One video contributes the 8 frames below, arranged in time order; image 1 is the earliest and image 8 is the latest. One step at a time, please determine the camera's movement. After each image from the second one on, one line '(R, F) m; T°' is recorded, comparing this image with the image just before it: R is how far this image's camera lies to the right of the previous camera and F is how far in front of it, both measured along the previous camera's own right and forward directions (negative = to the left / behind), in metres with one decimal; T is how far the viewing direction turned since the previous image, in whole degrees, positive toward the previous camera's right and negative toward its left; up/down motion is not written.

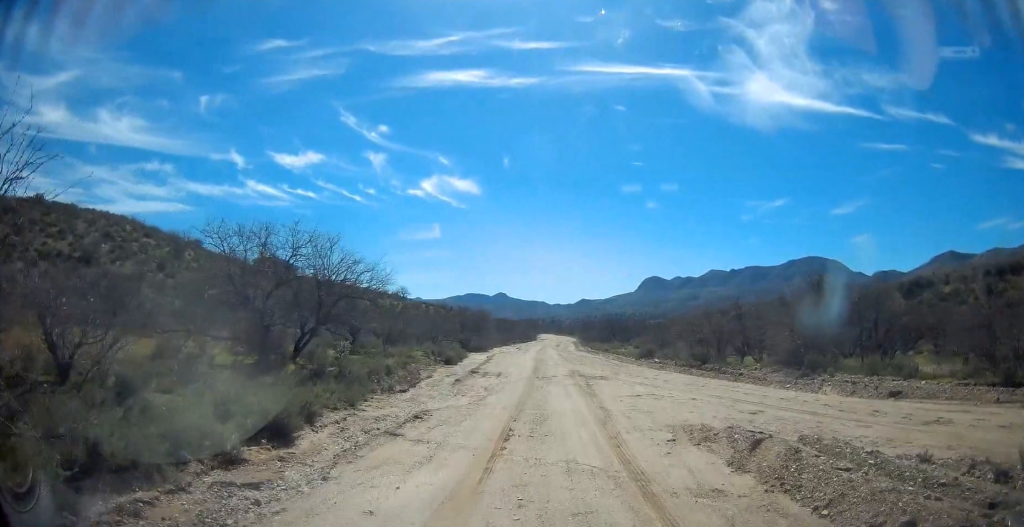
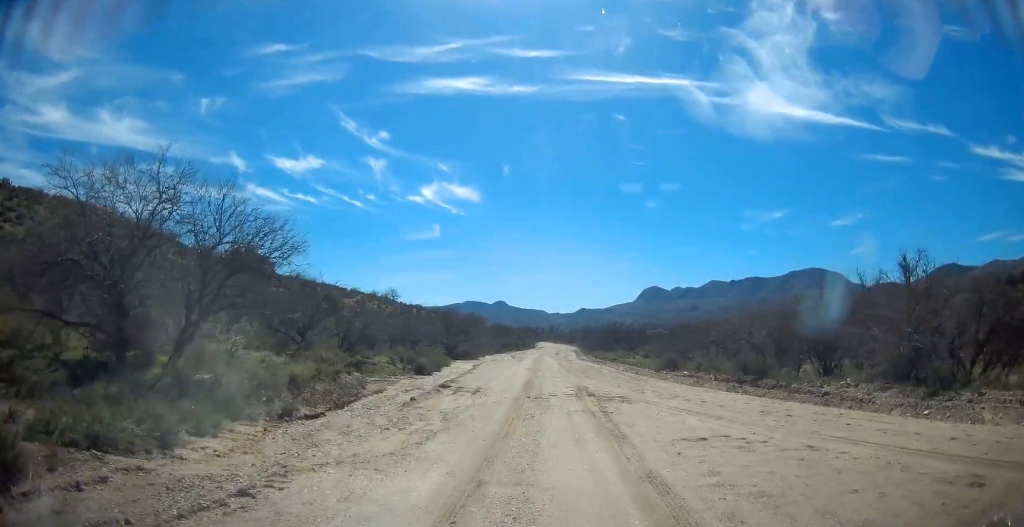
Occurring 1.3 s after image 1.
(0.0, +6.9) m; 0°
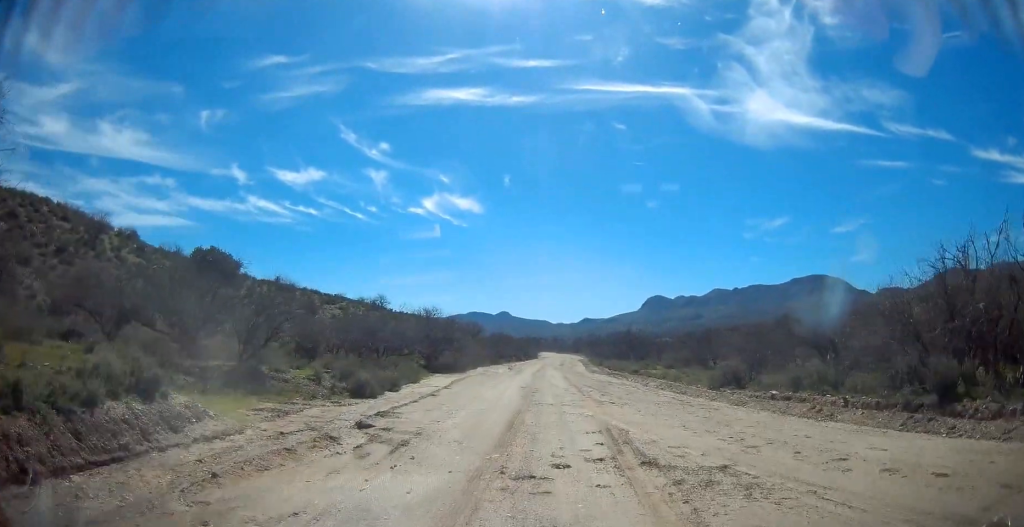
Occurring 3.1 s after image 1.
(+0.1, +9.3) m; +1°
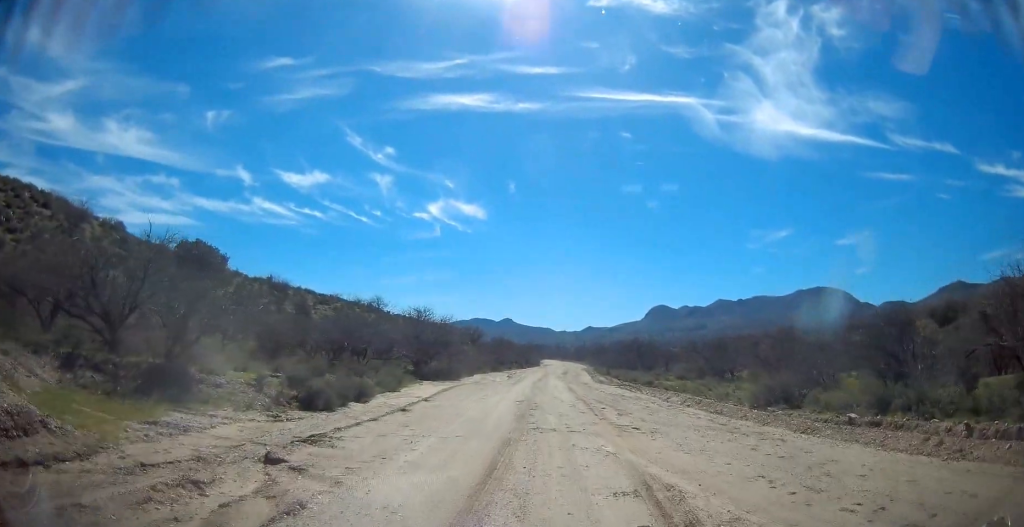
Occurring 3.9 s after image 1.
(0.0, +4.0) m; 0°
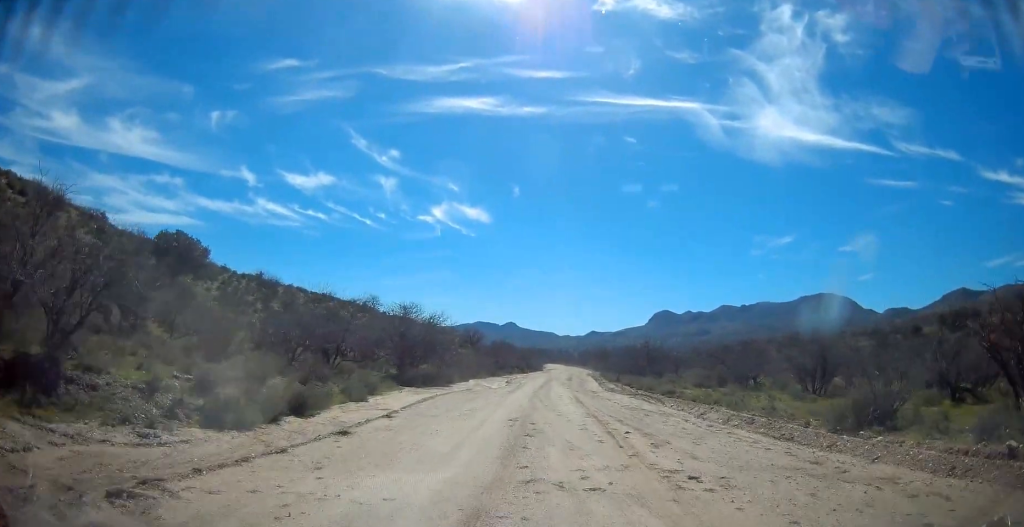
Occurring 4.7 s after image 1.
(0.0, +4.5) m; 0°
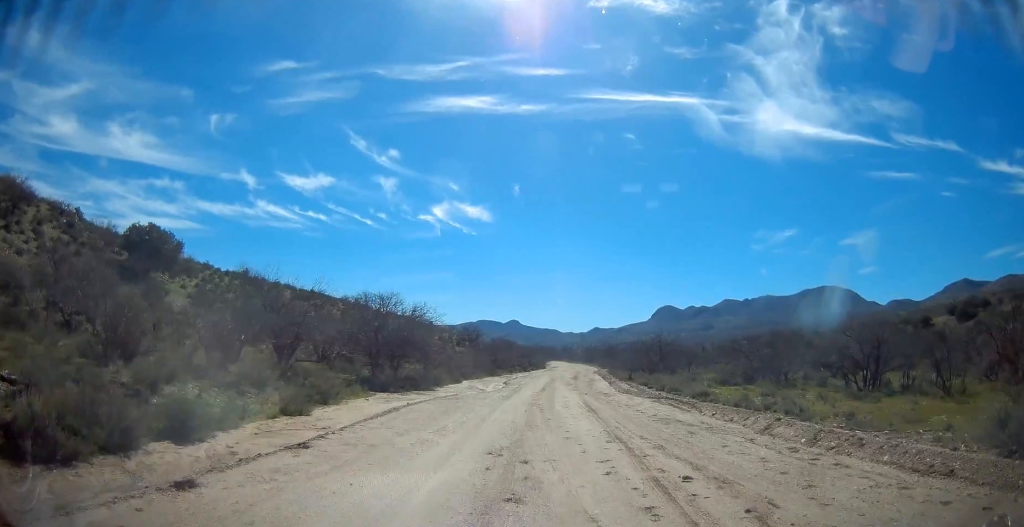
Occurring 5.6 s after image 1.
(0.0, +4.9) m; -2°
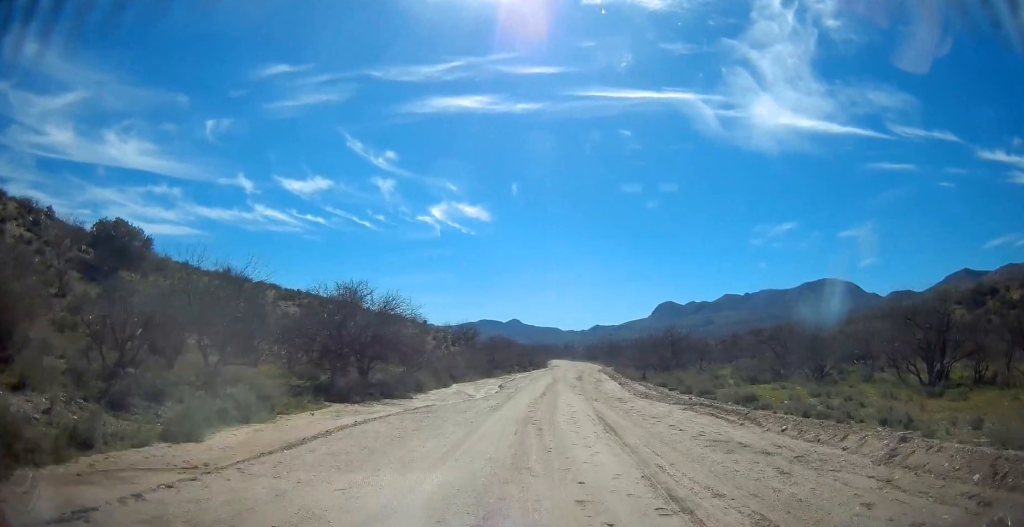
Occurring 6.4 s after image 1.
(-0.1, +4.7) m; -2°
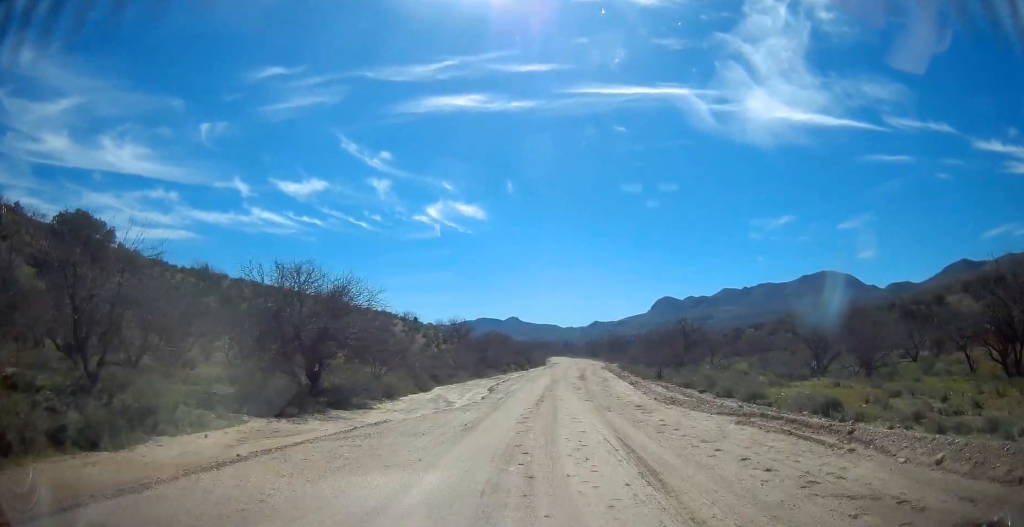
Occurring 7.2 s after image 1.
(-0.4, +4.8) m; +1°
